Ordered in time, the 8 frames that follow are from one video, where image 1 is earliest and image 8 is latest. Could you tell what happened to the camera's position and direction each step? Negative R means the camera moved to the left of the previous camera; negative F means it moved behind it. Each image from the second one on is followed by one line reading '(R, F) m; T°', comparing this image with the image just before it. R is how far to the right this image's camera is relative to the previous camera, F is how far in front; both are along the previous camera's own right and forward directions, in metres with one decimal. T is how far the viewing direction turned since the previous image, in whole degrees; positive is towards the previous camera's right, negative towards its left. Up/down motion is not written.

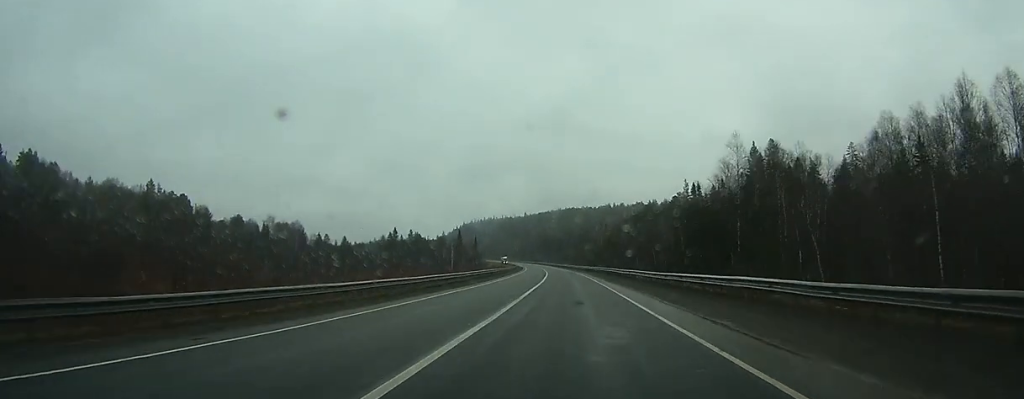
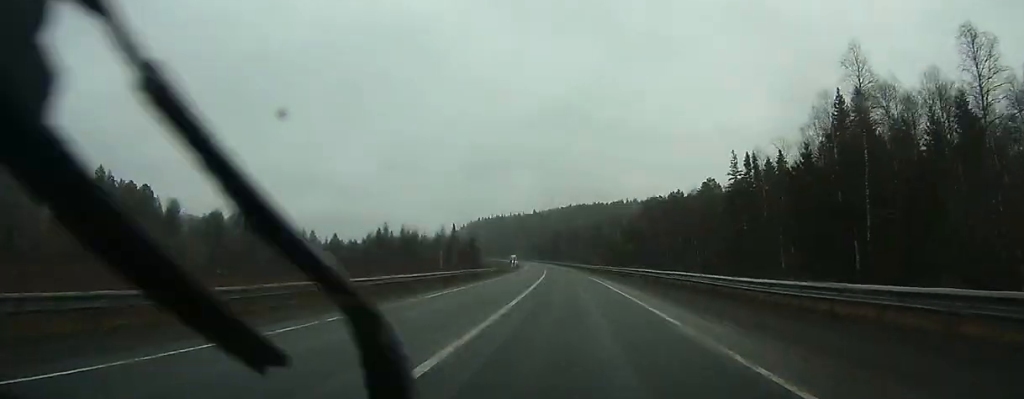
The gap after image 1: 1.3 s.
(-0.2, +36.1) m; -1°
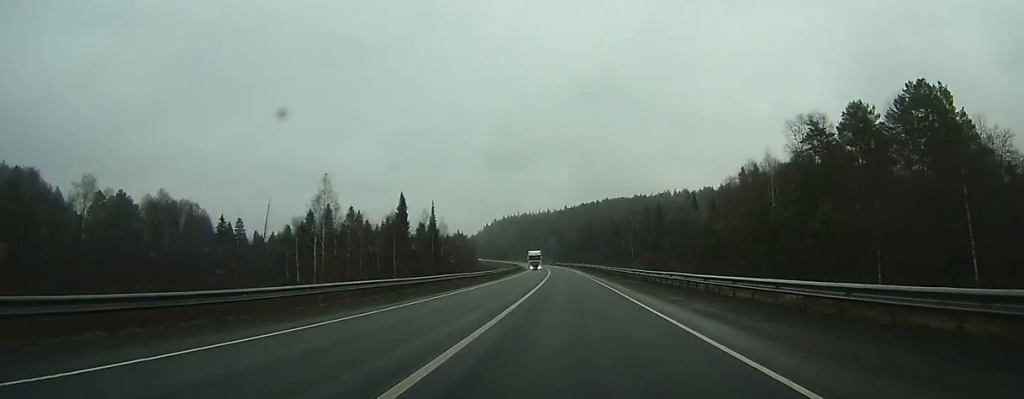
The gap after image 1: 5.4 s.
(-3.5, +108.2) m; -4°
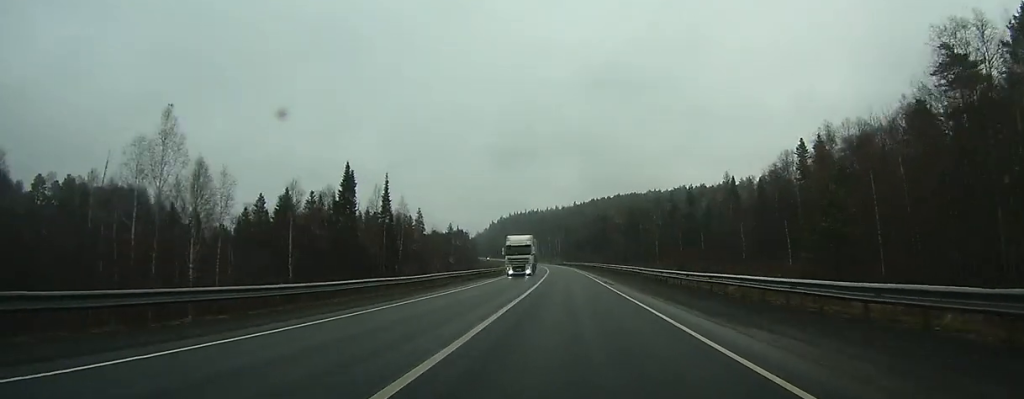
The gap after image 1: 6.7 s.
(-0.2, +34.7) m; -1°
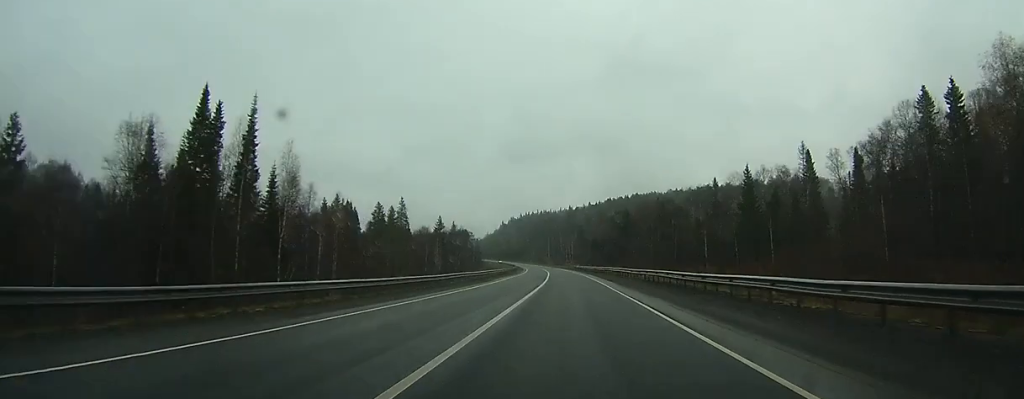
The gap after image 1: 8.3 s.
(-0.4, +40.3) m; -1°
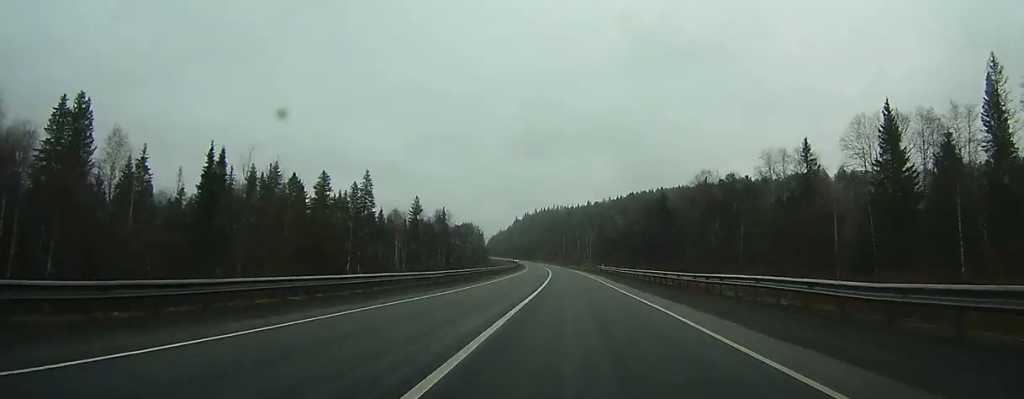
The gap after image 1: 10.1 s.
(-0.5, +50.1) m; -1°
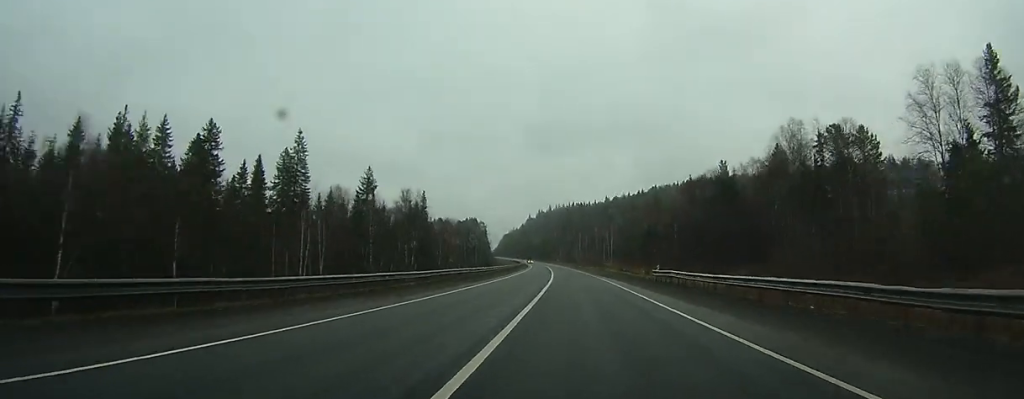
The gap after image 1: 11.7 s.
(-0.4, +48.4) m; -1°
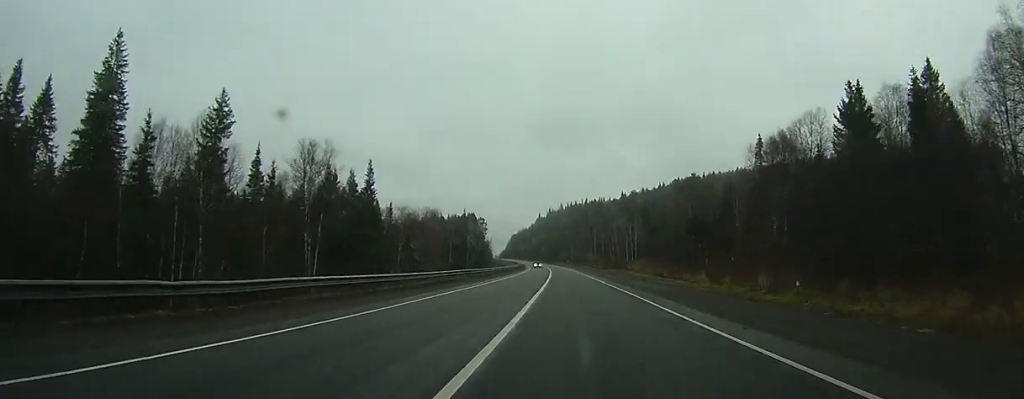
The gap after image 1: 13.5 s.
(-0.6, +52.3) m; -1°
